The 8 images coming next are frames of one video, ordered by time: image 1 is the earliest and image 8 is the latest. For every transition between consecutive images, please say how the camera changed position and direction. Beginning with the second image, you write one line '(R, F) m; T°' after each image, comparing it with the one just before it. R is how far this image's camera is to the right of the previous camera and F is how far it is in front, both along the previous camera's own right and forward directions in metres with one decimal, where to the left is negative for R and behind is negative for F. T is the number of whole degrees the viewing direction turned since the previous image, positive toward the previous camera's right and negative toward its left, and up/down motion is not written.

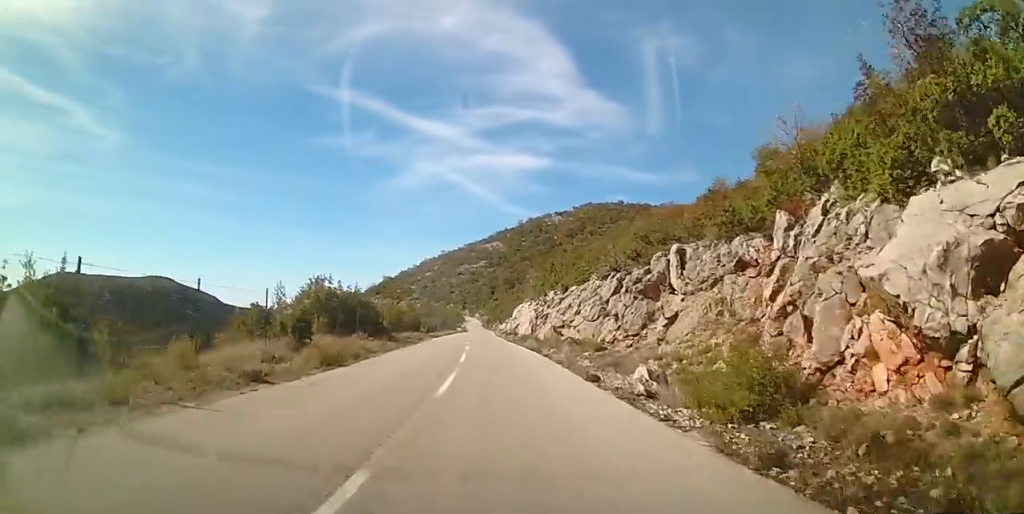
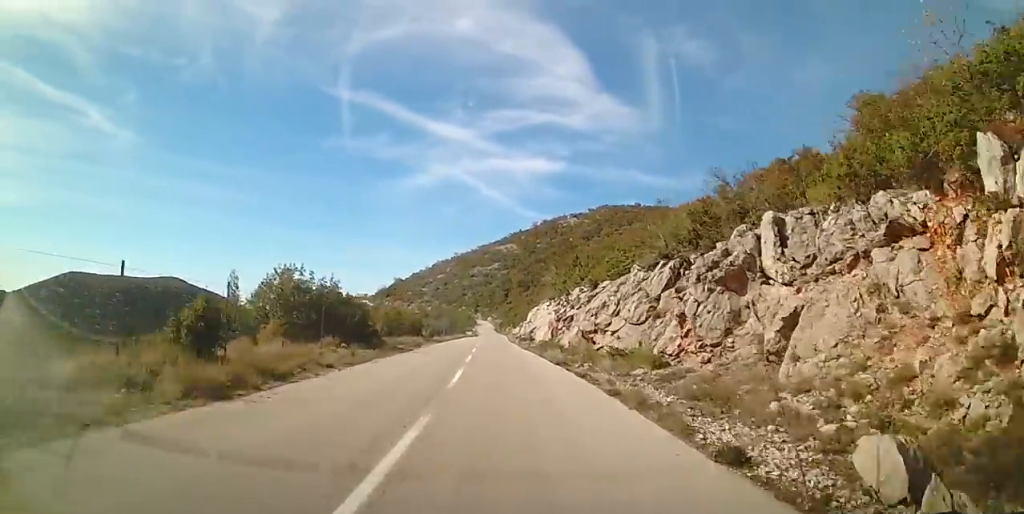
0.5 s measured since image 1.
(-0.1, +7.1) m; -1°
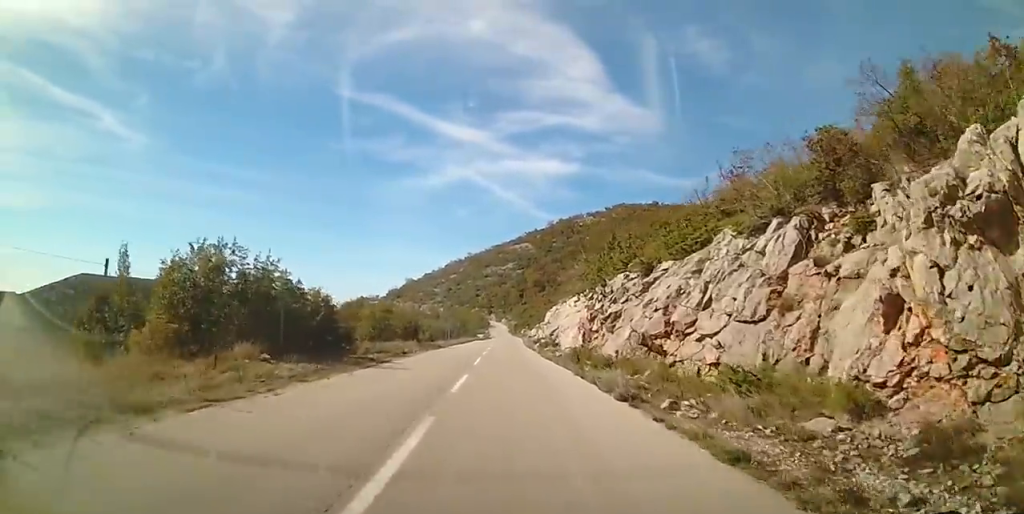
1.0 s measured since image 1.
(-0.1, +8.7) m; -1°
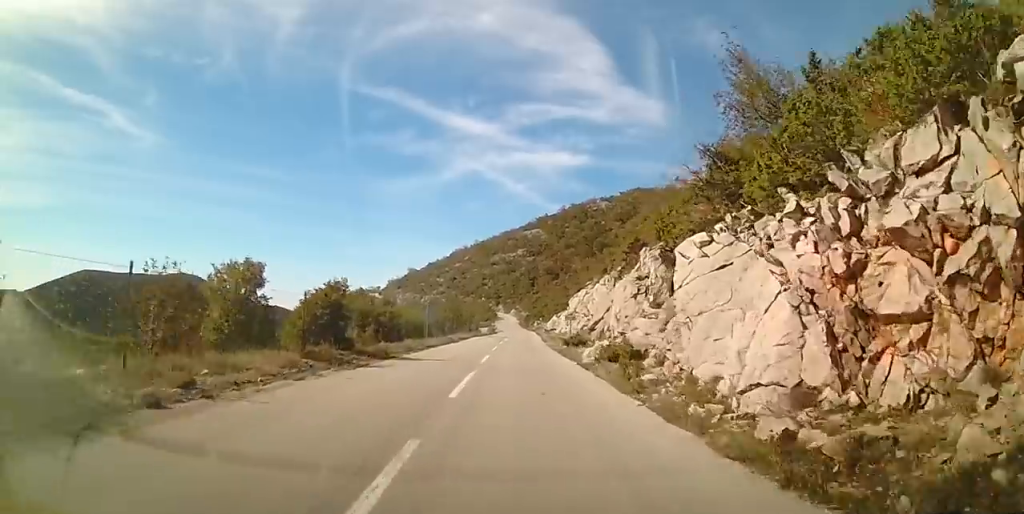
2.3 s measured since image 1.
(-0.5, +19.7) m; -2°
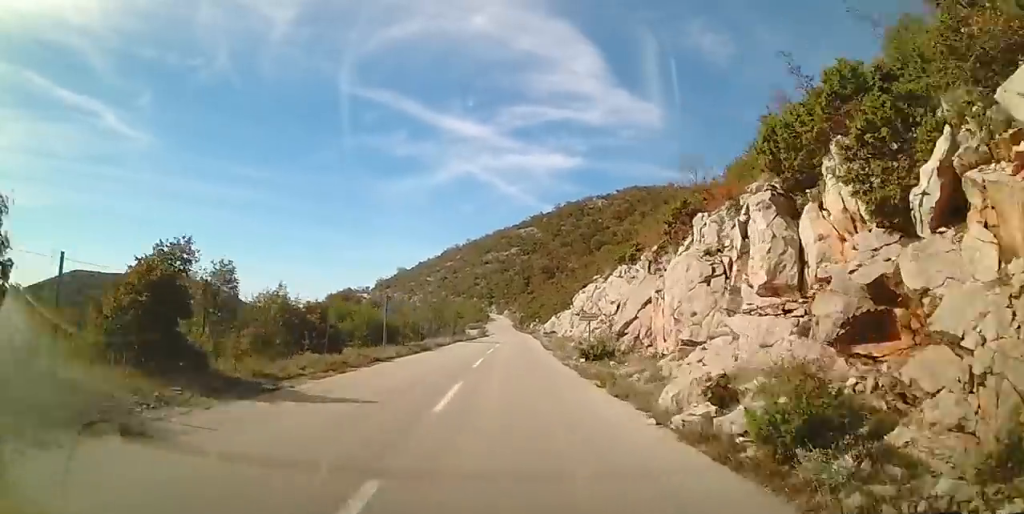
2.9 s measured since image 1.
(0.0, +9.8) m; 0°
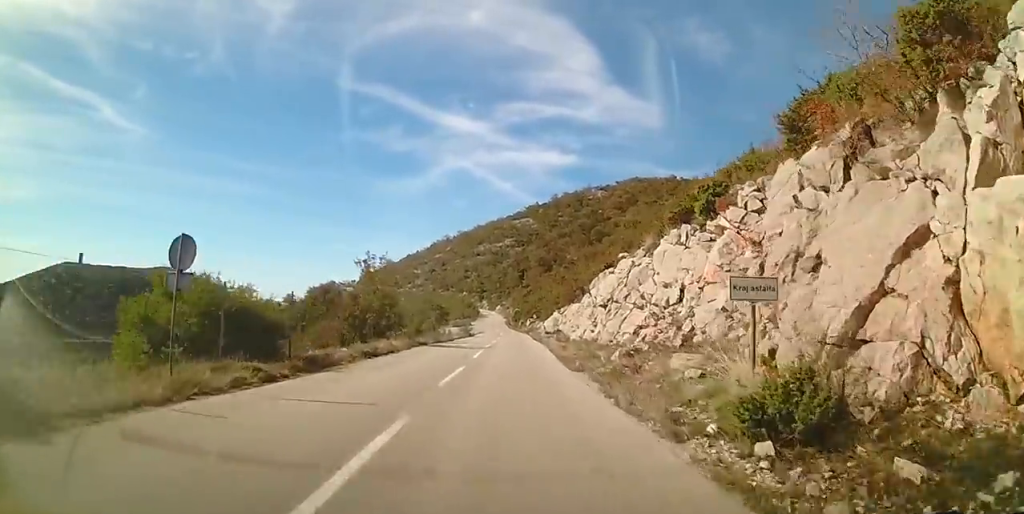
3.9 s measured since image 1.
(-0.2, +15.3) m; 0°
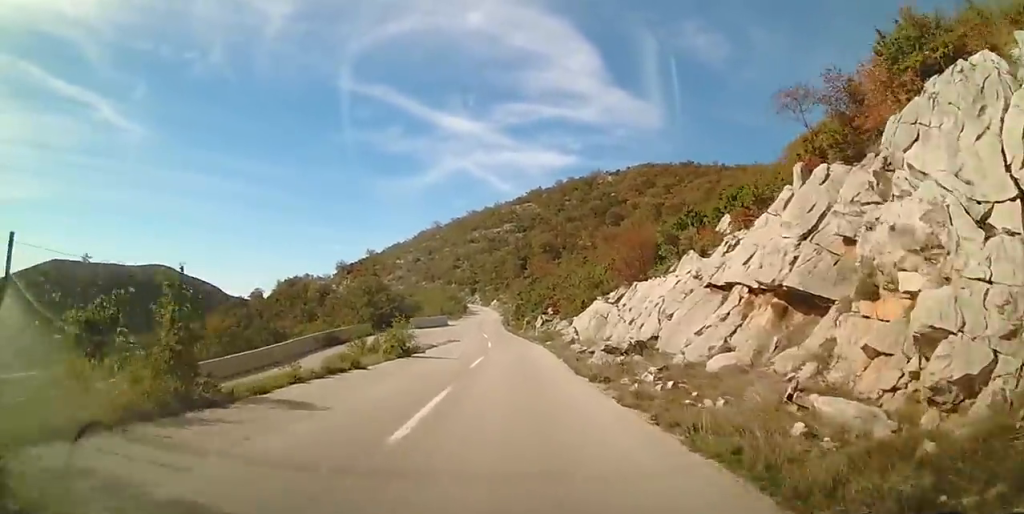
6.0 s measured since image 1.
(+0.1, +31.5) m; +1°
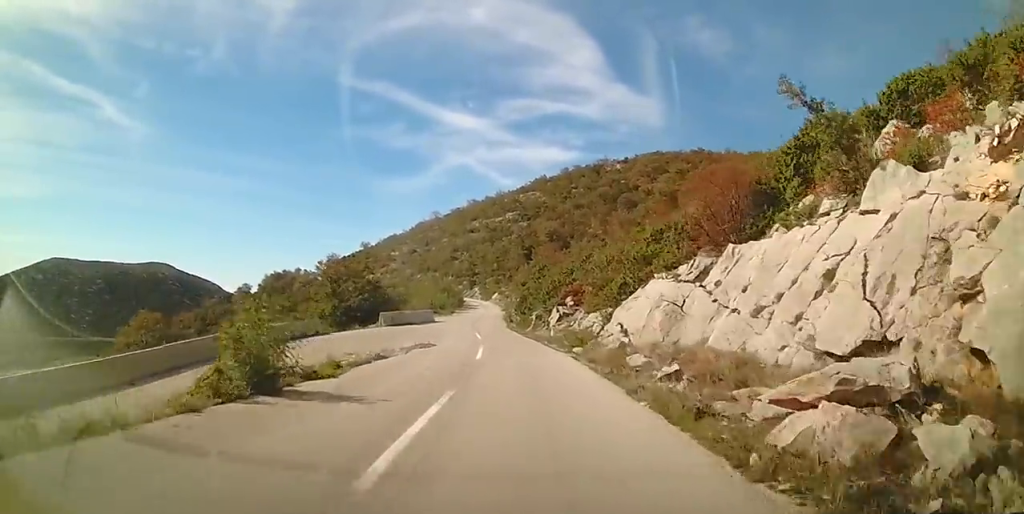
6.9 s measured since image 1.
(+0.2, +12.5) m; +1°
